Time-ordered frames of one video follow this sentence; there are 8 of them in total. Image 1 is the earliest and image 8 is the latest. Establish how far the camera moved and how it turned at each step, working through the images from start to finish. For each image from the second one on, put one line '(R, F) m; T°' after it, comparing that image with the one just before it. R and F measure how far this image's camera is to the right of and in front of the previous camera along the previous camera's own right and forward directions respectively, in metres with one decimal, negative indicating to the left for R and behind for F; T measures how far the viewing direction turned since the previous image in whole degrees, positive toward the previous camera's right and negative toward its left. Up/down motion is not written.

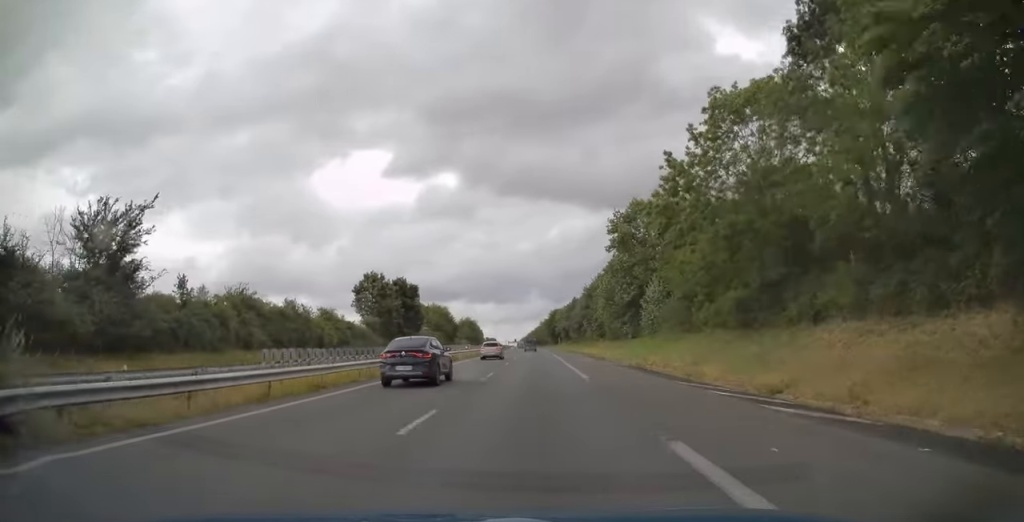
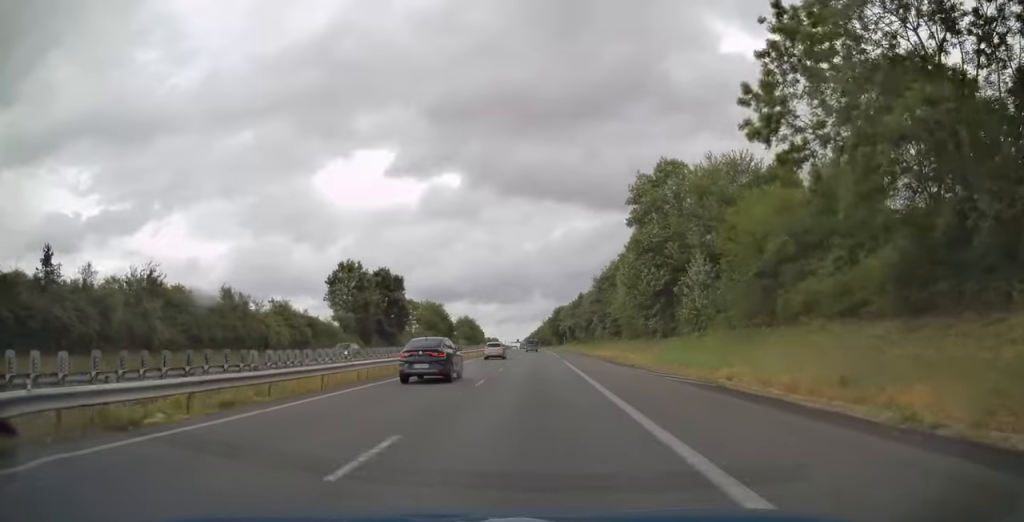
(-0.1, +16.0) m; 0°
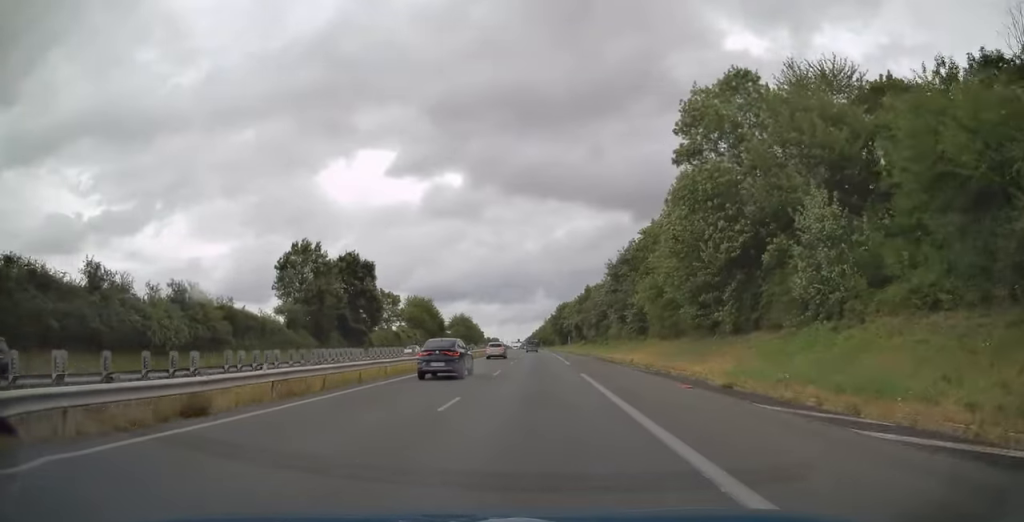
(0.0, +19.8) m; 0°
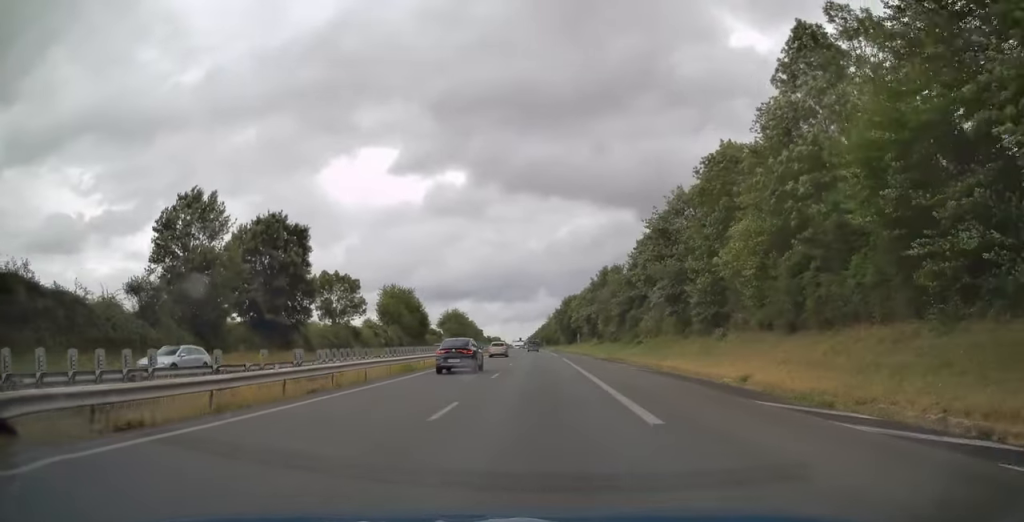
(0.0, +27.3) m; -1°
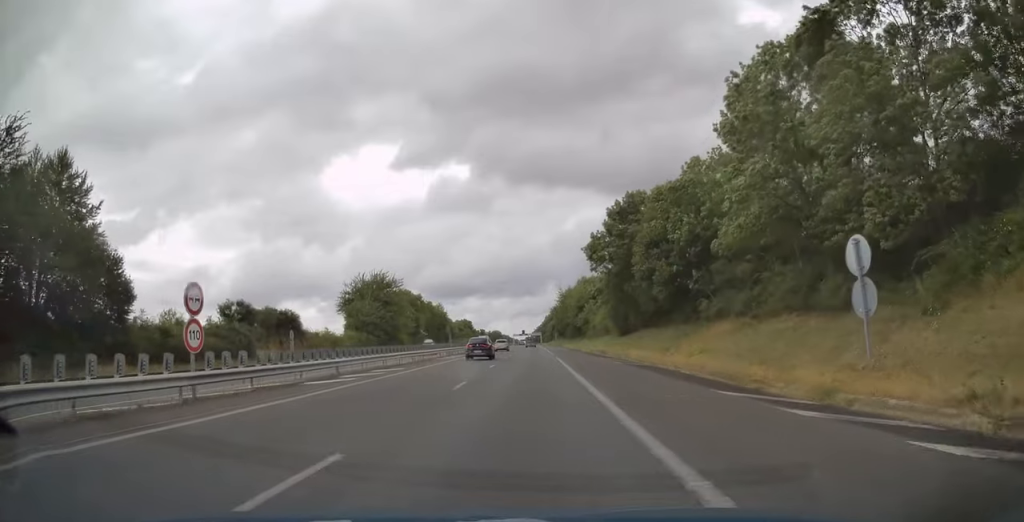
(-1.4, +110.8) m; -1°
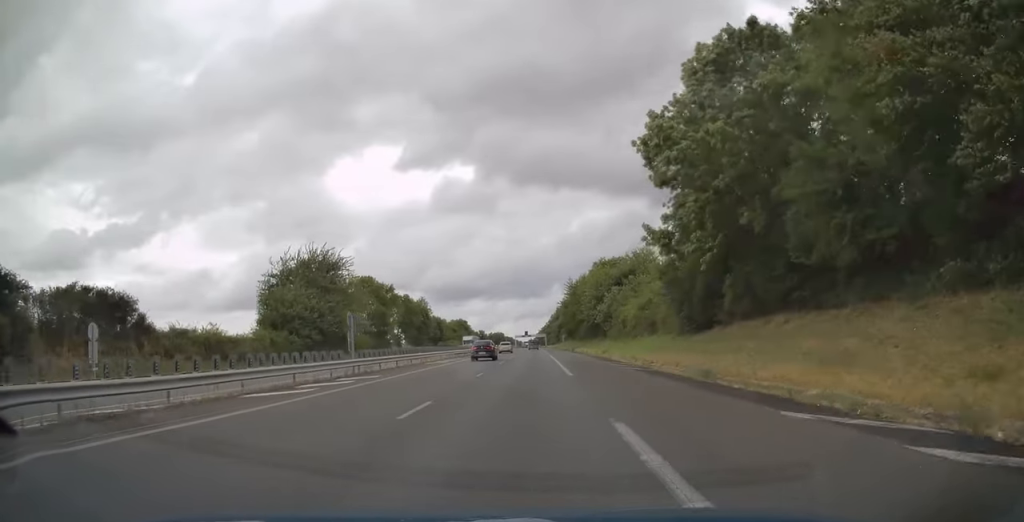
(0.0, +32.3) m; 0°
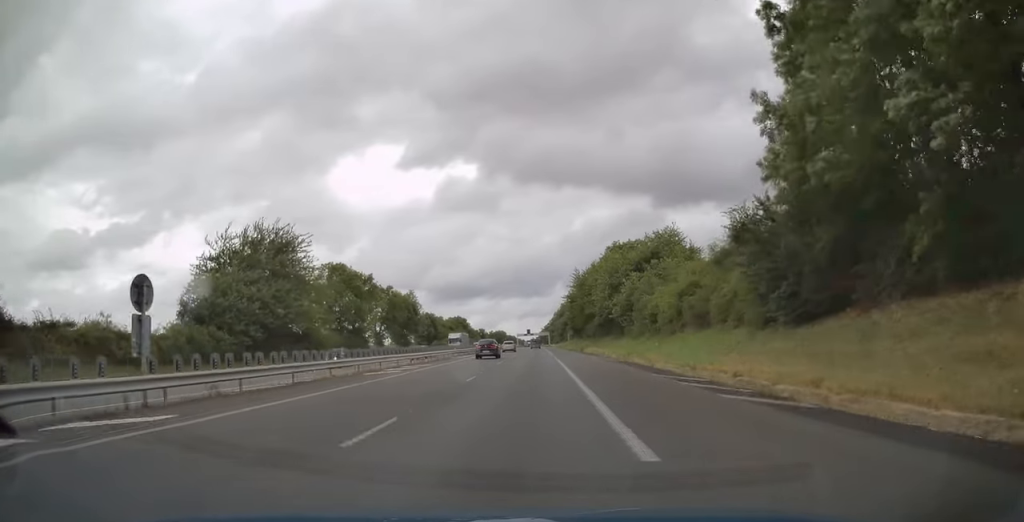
(0.0, +16.2) m; 0°
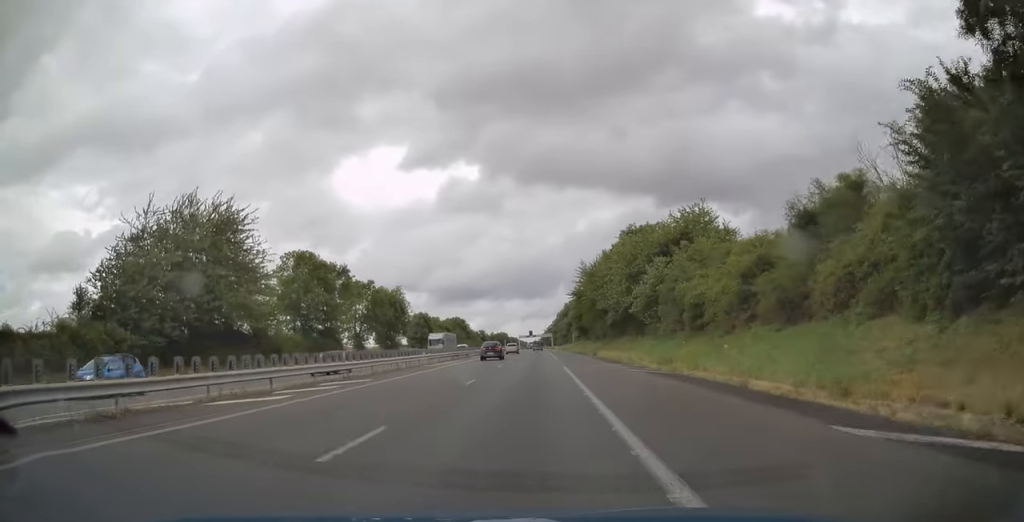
(0.0, +14.0) m; 0°
